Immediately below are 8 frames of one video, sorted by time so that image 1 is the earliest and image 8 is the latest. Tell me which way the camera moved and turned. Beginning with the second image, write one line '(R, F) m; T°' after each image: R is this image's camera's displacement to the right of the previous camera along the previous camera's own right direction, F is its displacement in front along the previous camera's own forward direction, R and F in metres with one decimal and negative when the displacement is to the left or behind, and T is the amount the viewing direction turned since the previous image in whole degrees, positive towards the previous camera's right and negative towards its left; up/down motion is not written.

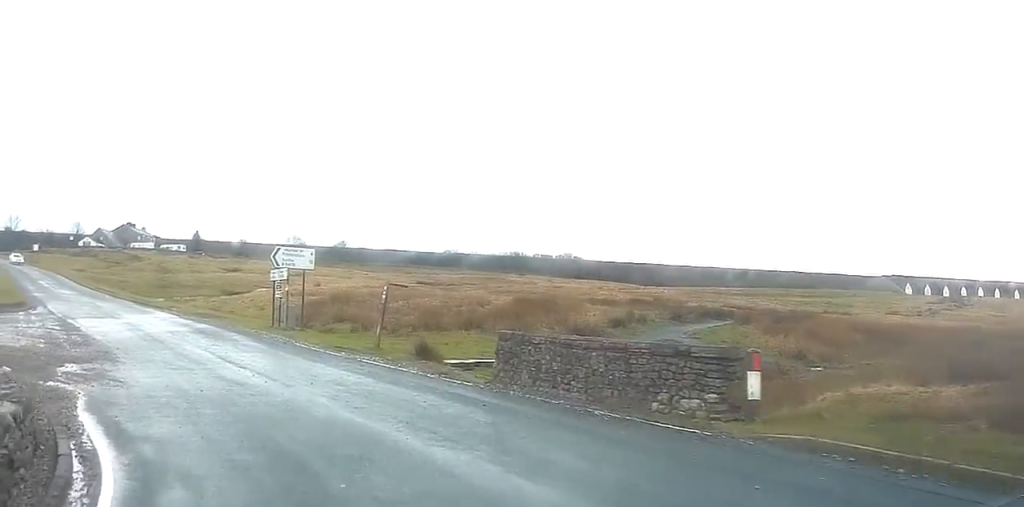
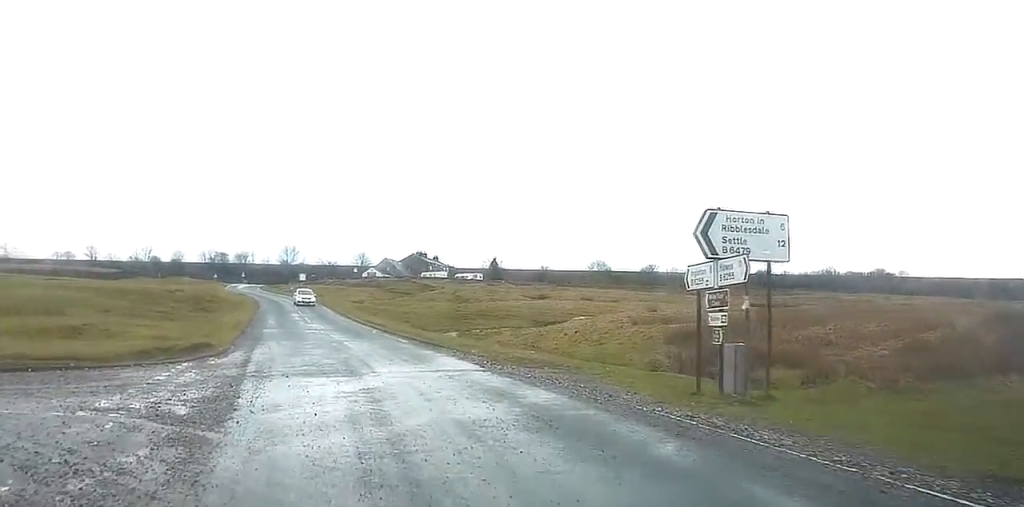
(-3.4, +16.2) m; -18°
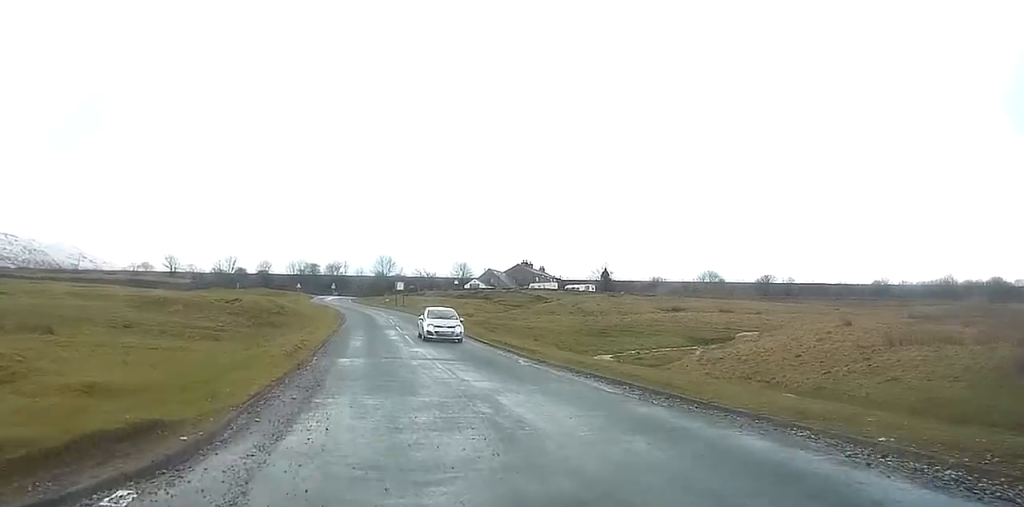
(-1.4, +15.5) m; -6°
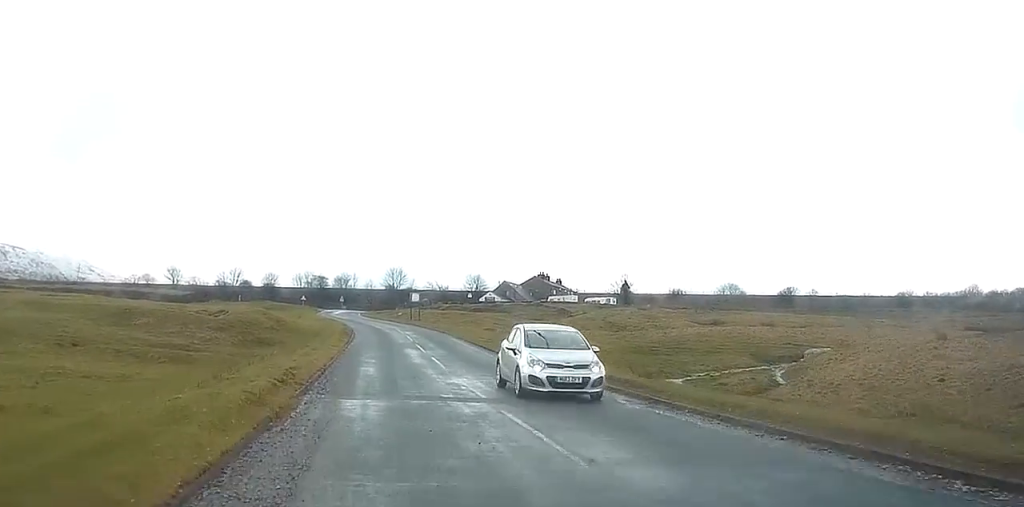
(-0.1, +8.8) m; -1°
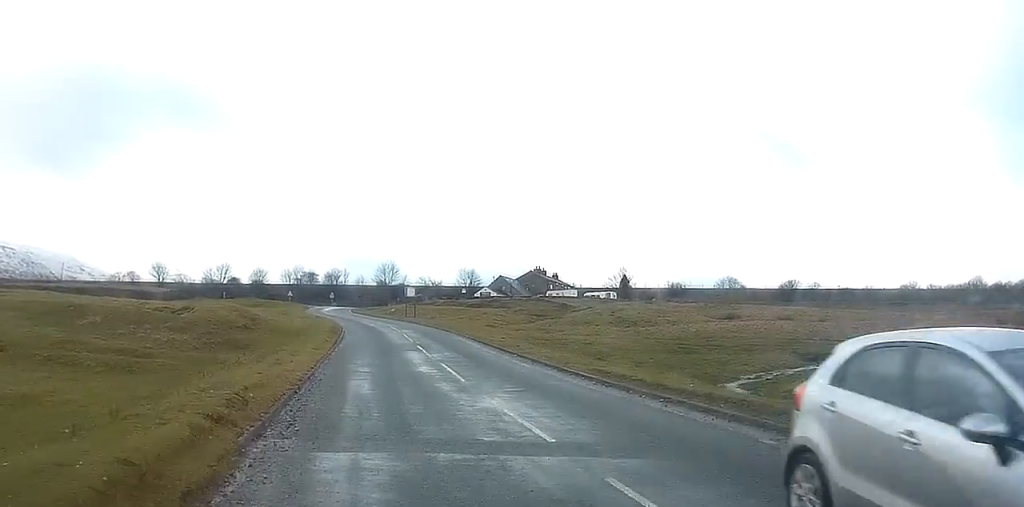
(0.0, +6.5) m; 0°
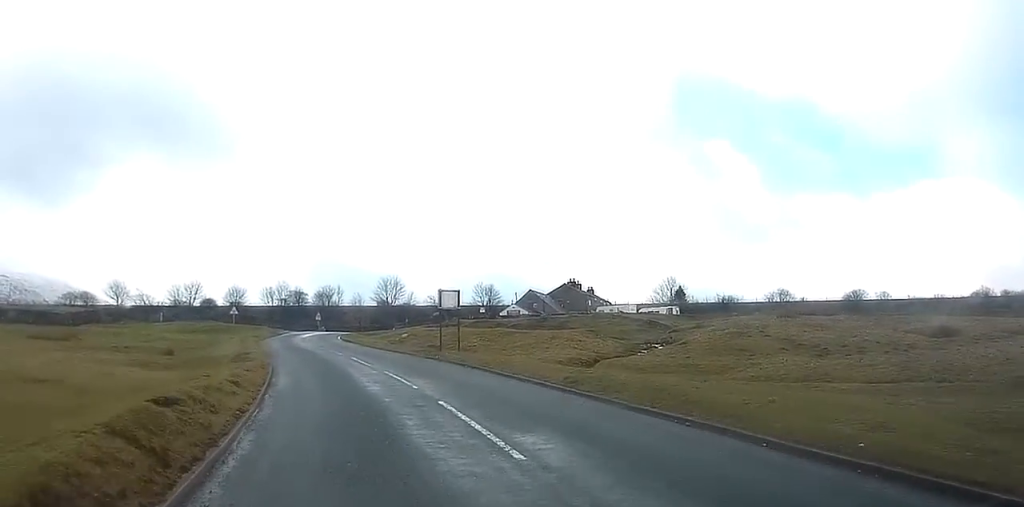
(-0.2, +37.1) m; -1°
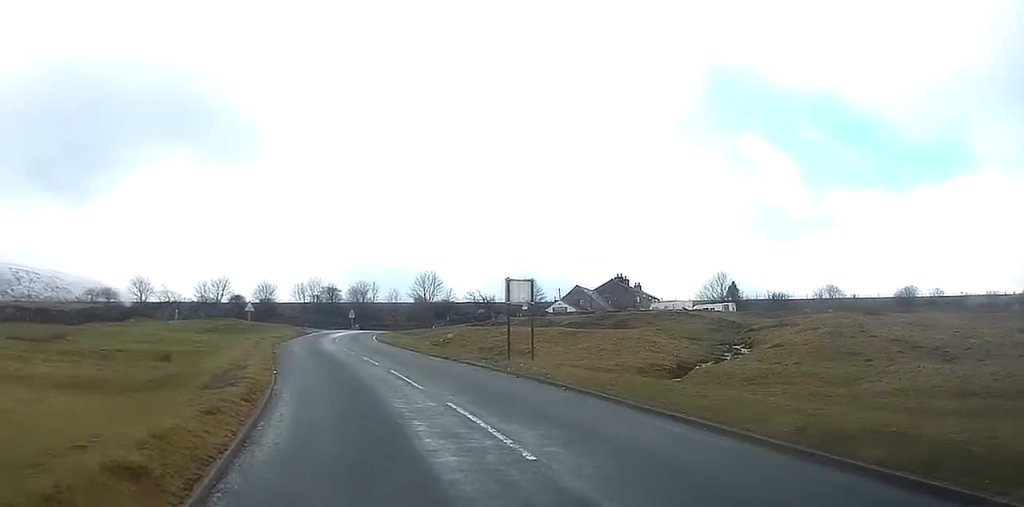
(-0.1, +8.9) m; -1°
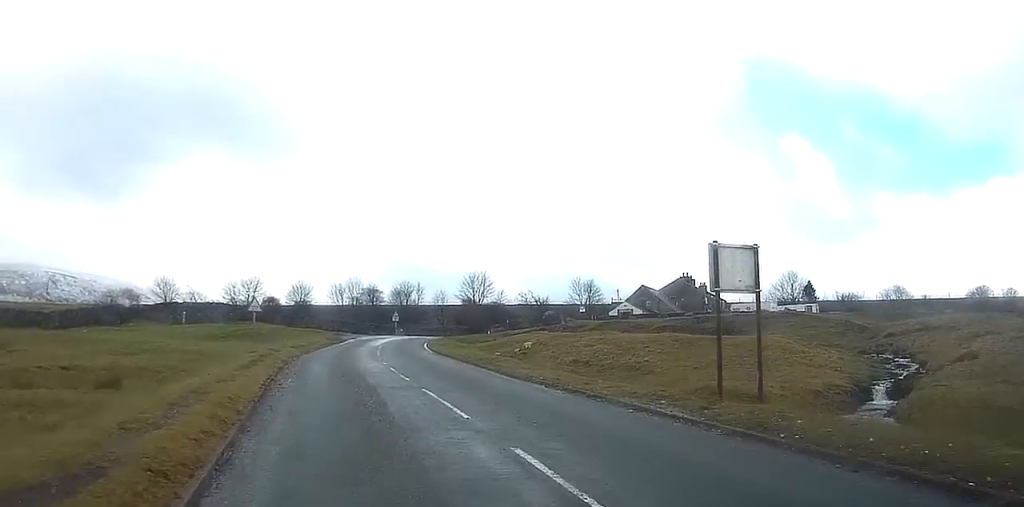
(-0.3, +13.9) m; -2°
